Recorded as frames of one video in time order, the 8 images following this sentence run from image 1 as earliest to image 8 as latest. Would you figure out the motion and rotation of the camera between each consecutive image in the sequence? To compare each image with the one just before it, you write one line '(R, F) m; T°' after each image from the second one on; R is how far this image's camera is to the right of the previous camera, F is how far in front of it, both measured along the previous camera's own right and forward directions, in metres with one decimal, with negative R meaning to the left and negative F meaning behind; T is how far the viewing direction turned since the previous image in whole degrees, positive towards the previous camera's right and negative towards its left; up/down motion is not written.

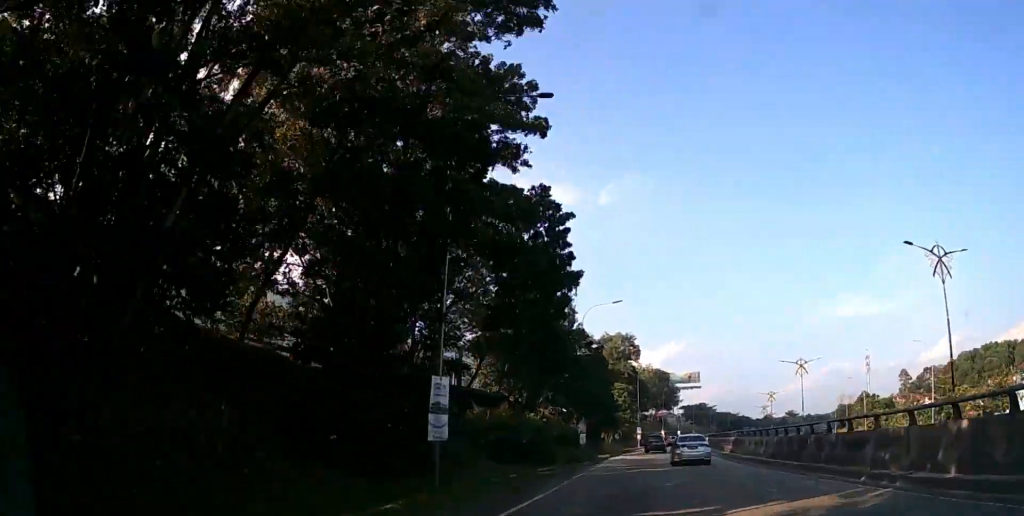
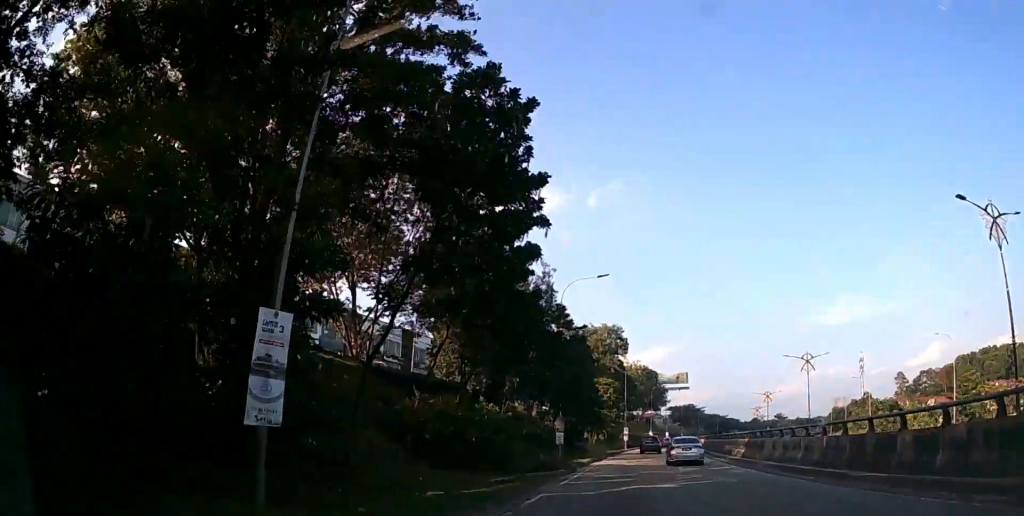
(+0.1, +8.2) m; +1°
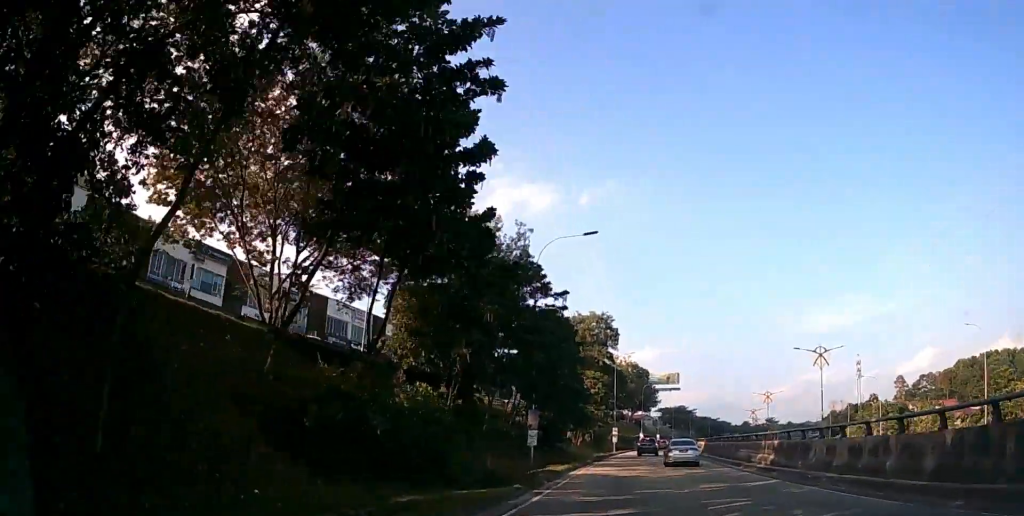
(0.0, +7.3) m; +1°
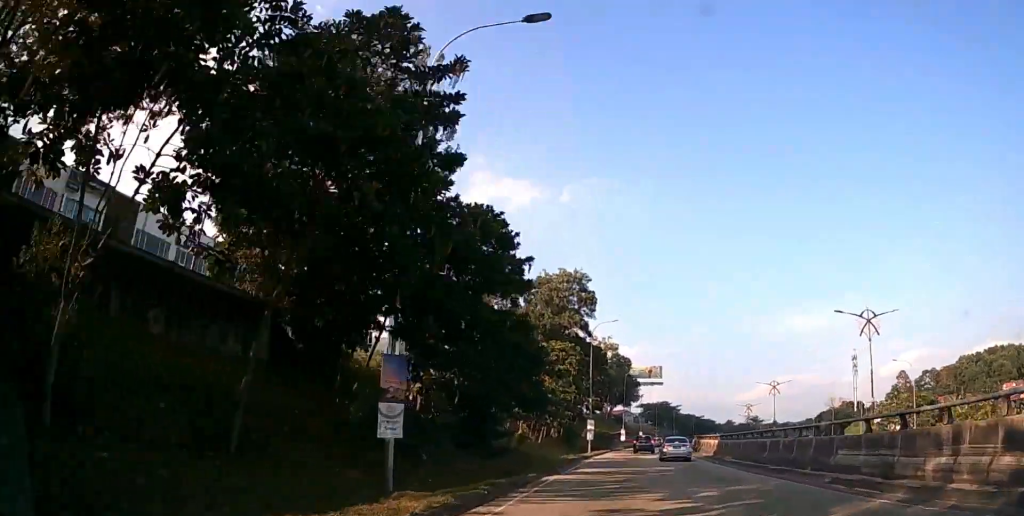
(+0.3, +16.6) m; +3°
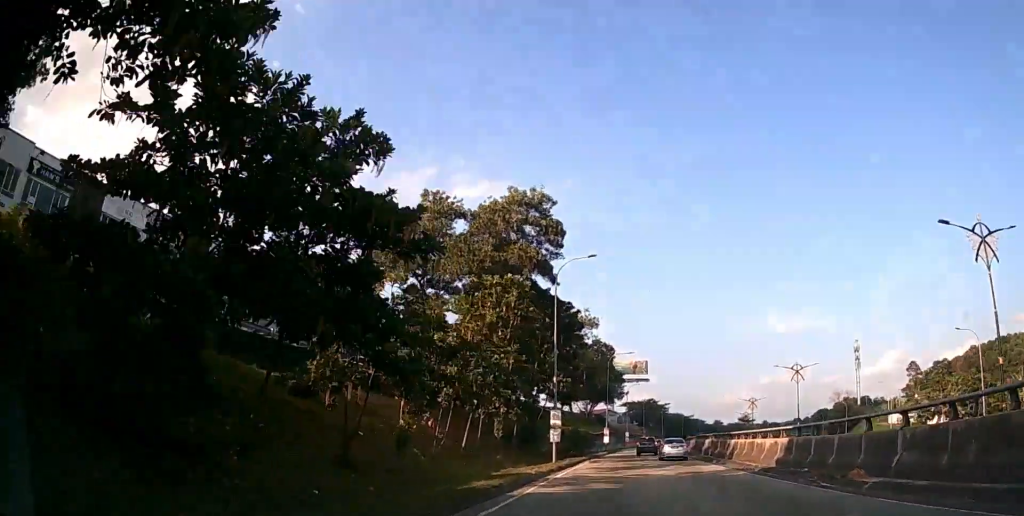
(+0.7, +18.3) m; +3°
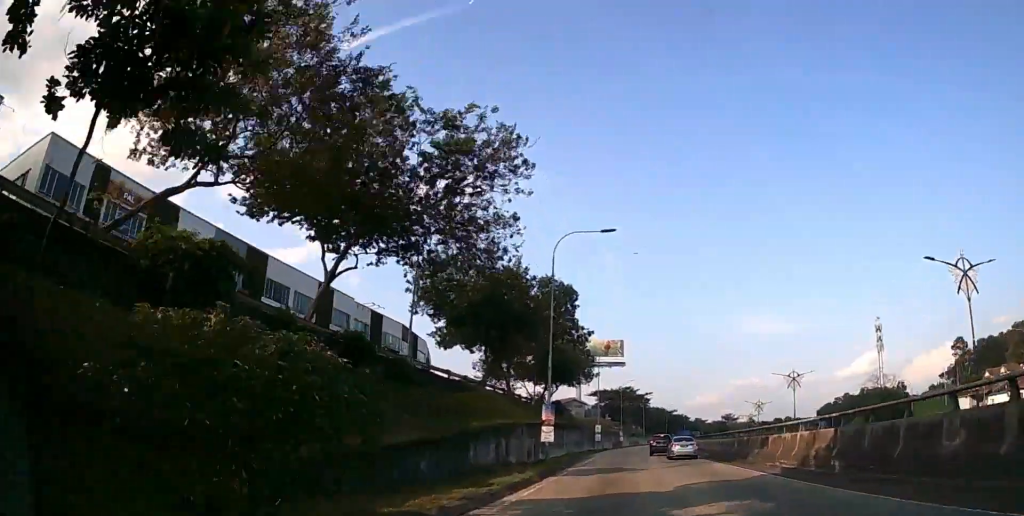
(+1.5, +41.7) m; +4°
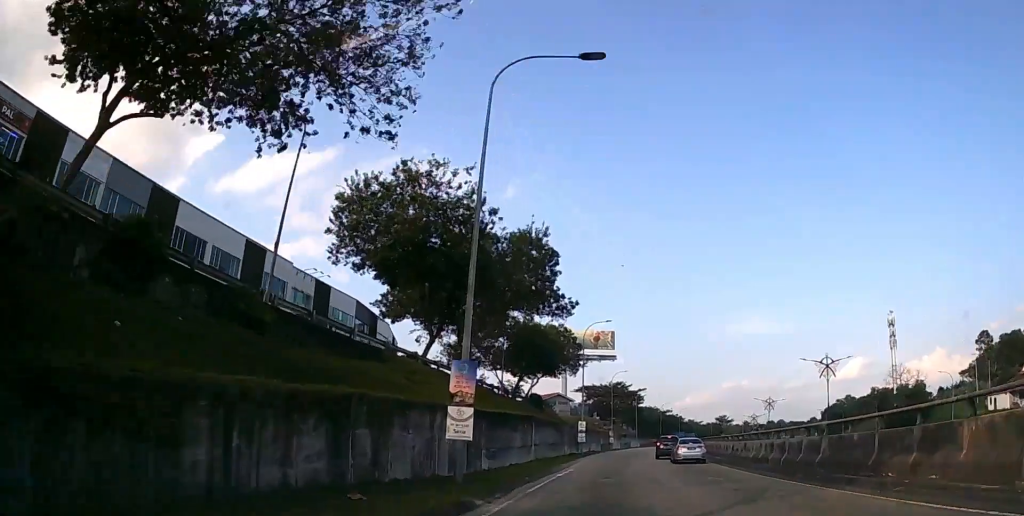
(+0.2, +15.0) m; +1°
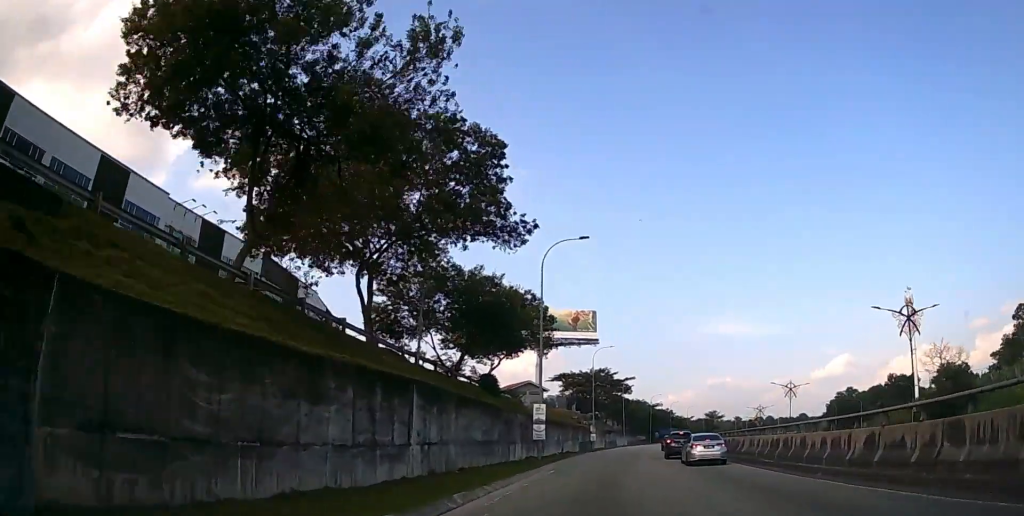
(+0.1, +20.6) m; +1°
